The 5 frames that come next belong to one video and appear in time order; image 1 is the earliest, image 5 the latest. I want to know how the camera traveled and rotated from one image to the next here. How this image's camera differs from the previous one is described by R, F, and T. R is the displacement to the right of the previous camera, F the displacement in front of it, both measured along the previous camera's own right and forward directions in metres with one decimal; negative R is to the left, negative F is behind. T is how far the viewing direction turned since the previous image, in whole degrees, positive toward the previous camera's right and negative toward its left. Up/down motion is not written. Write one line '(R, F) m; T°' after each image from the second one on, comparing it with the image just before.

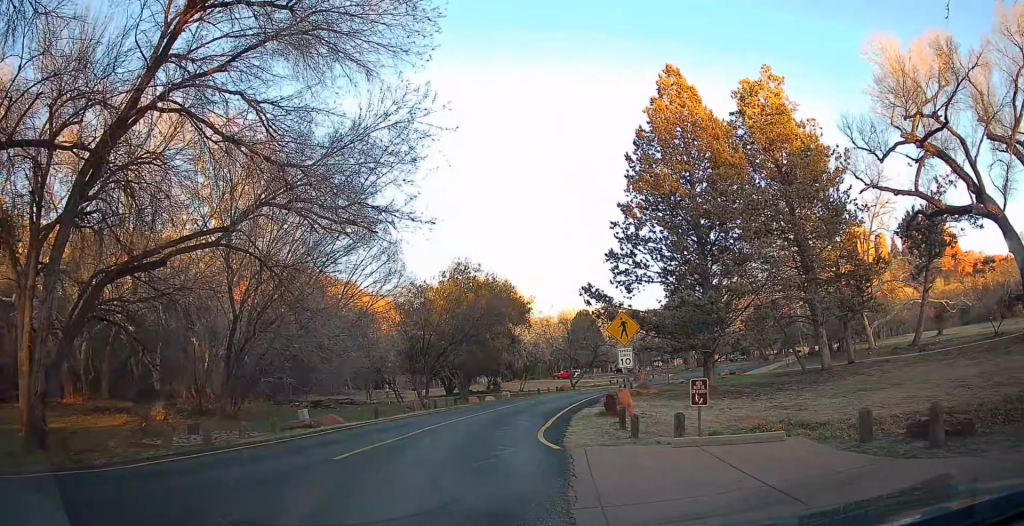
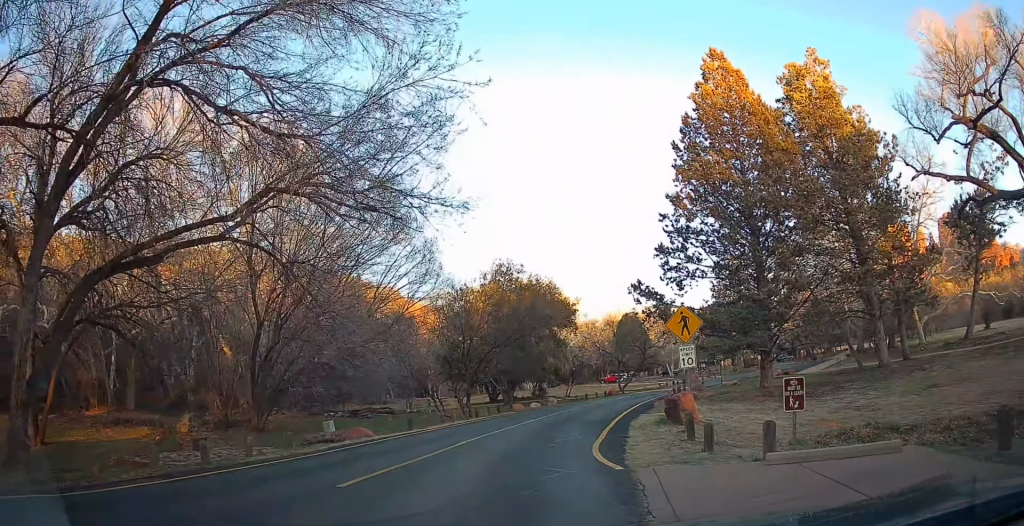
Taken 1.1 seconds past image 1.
(+0.1, +2.2) m; -3°
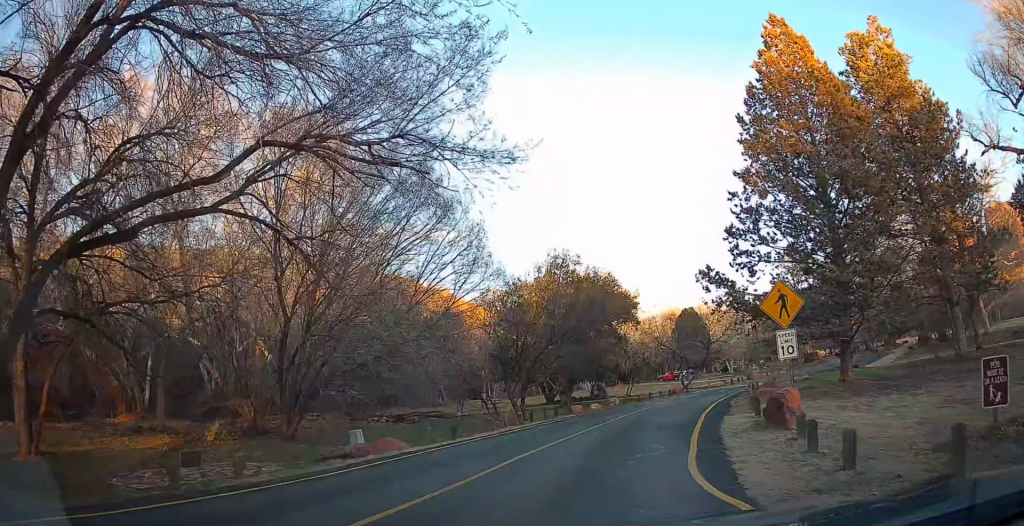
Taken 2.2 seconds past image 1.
(-0.2, +2.5) m; -1°
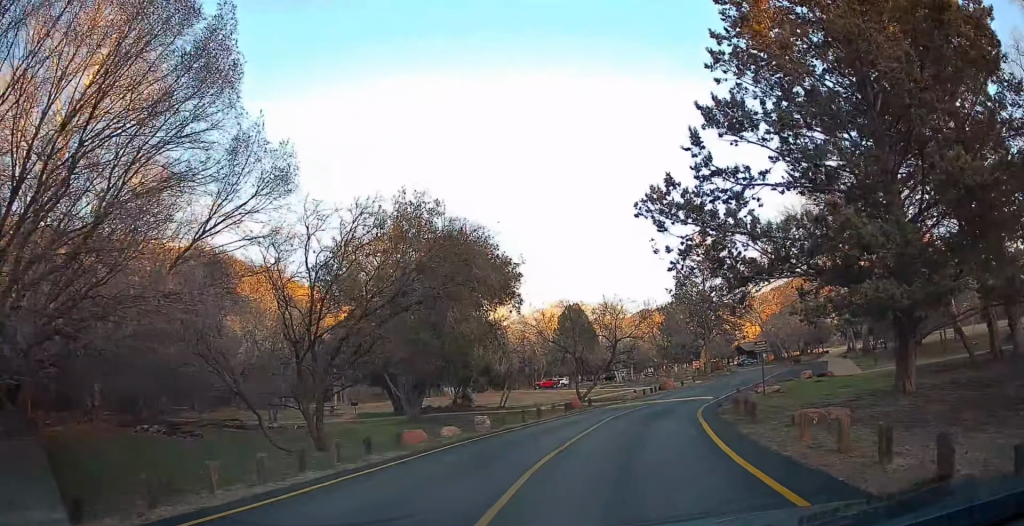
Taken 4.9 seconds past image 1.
(+0.9, +8.5) m; +10°
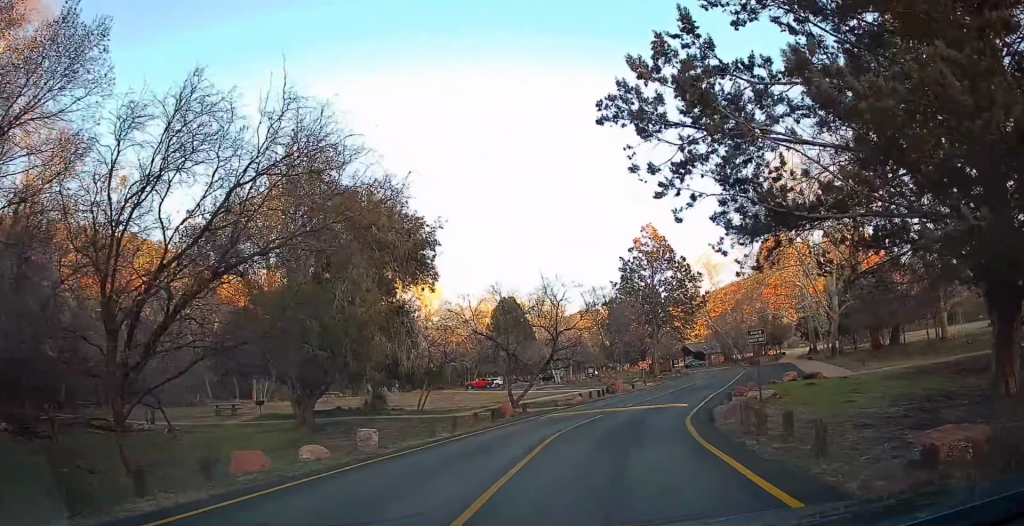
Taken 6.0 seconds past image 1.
(+0.4, +6.2) m; +12°
